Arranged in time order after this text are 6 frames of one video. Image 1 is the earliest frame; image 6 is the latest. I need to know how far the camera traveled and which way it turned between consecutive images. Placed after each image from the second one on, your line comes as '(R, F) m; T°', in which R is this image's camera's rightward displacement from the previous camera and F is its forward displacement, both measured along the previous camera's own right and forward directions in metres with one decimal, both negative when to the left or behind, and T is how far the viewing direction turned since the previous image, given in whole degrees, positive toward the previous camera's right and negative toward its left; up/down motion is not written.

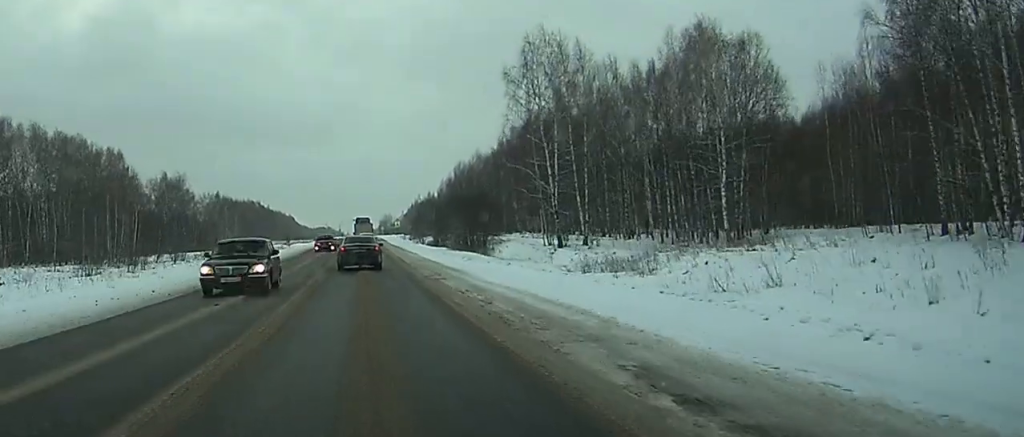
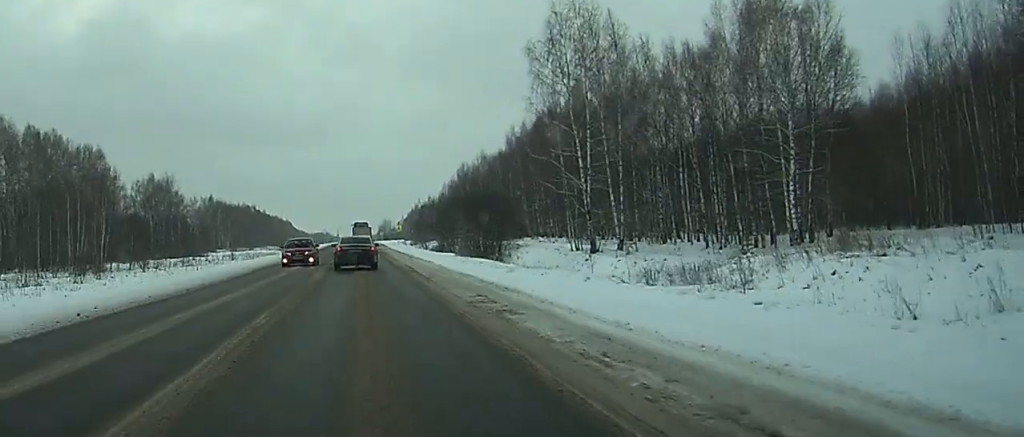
(+0.1, +13.1) m; 0°
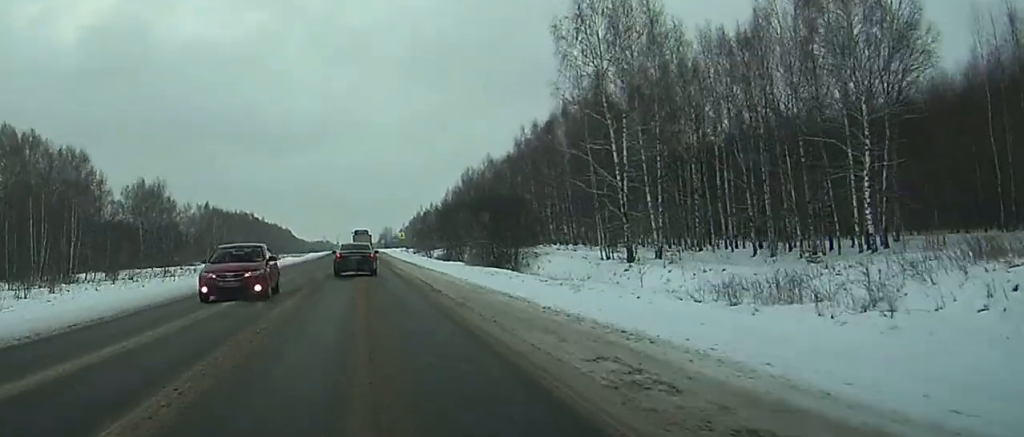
(0.0, +10.2) m; 0°
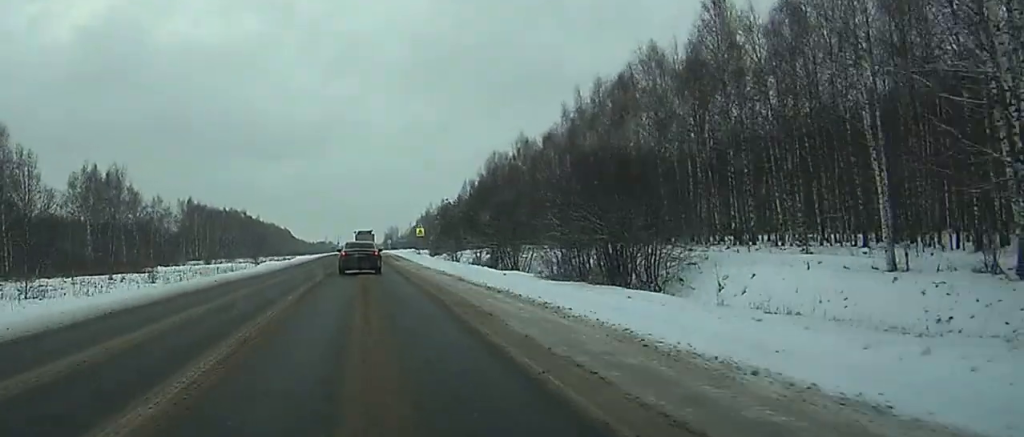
(-0.1, +40.1) m; 0°
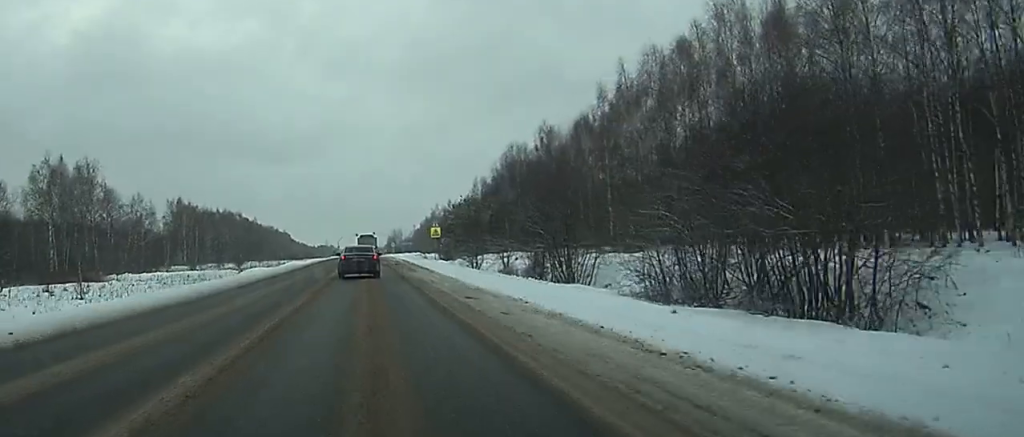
(0.0, +20.0) m; 0°
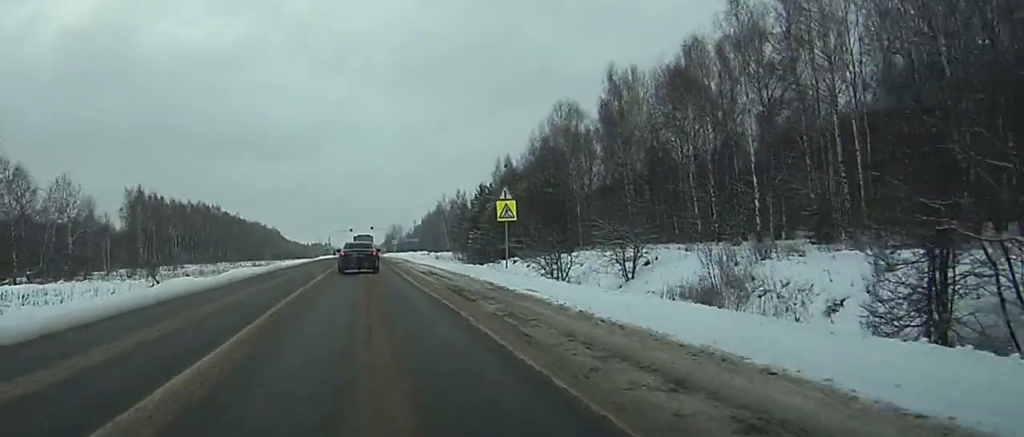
(-0.4, +40.4) m; -1°
